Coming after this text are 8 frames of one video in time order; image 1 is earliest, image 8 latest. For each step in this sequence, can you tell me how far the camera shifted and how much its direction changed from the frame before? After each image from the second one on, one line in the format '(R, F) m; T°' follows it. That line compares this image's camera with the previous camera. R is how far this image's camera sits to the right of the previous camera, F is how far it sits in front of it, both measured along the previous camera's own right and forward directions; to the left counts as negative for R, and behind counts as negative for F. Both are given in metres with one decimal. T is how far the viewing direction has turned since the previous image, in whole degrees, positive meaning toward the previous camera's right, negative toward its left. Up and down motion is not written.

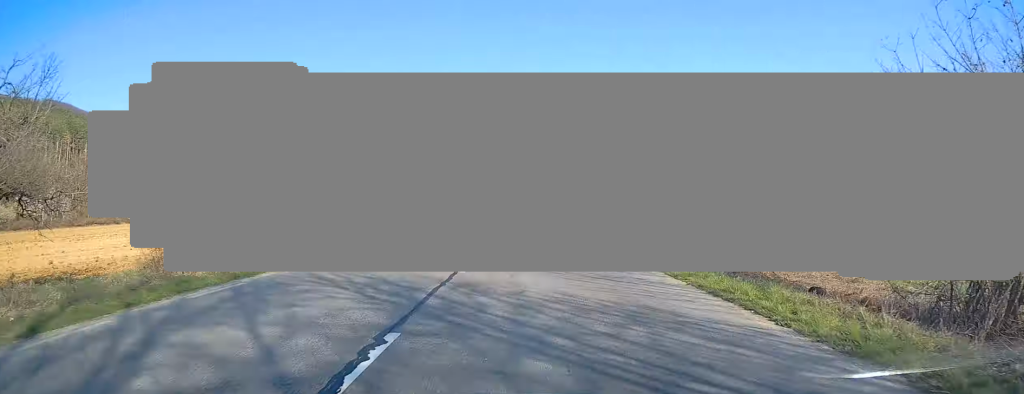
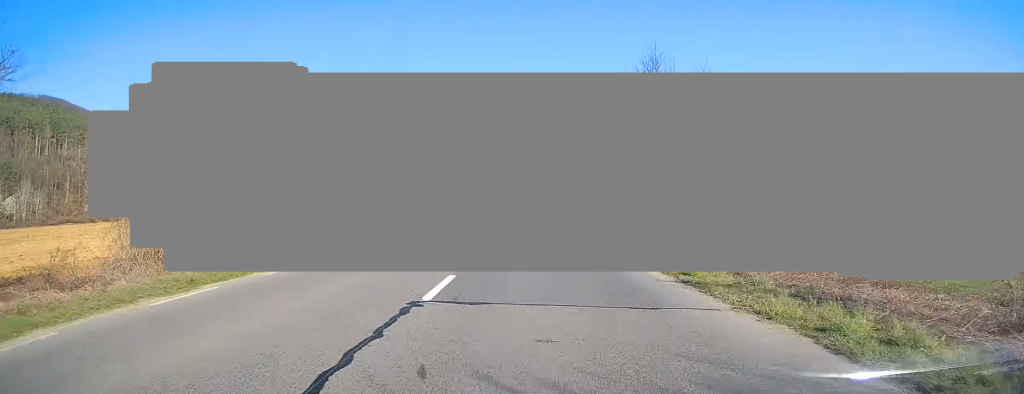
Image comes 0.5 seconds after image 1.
(+0.1, +13.1) m; 0°
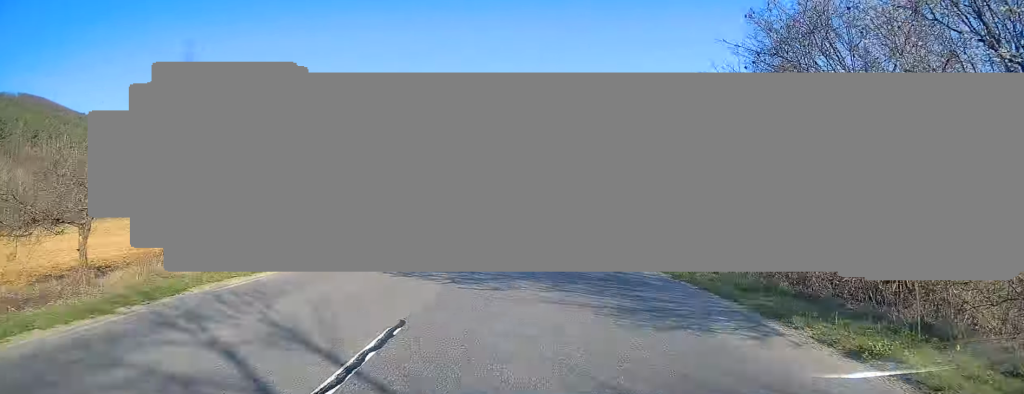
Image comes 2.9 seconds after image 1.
(0.0, +58.5) m; 0°
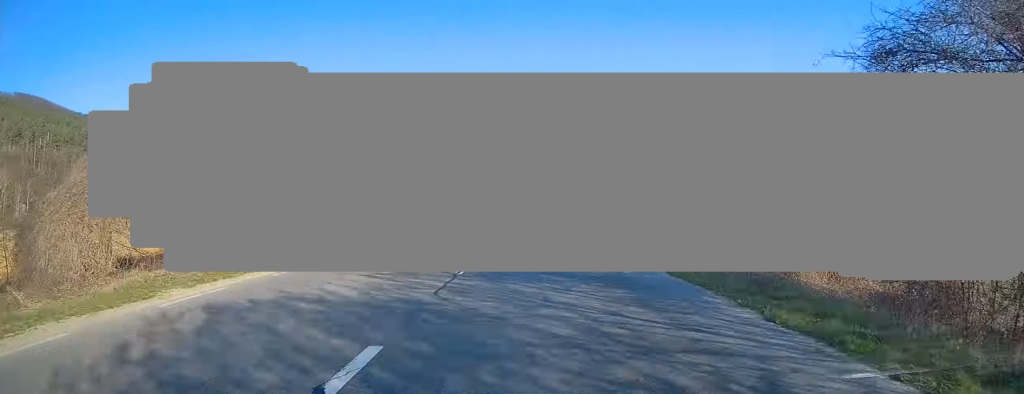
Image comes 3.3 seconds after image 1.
(-0.2, +9.7) m; 0°
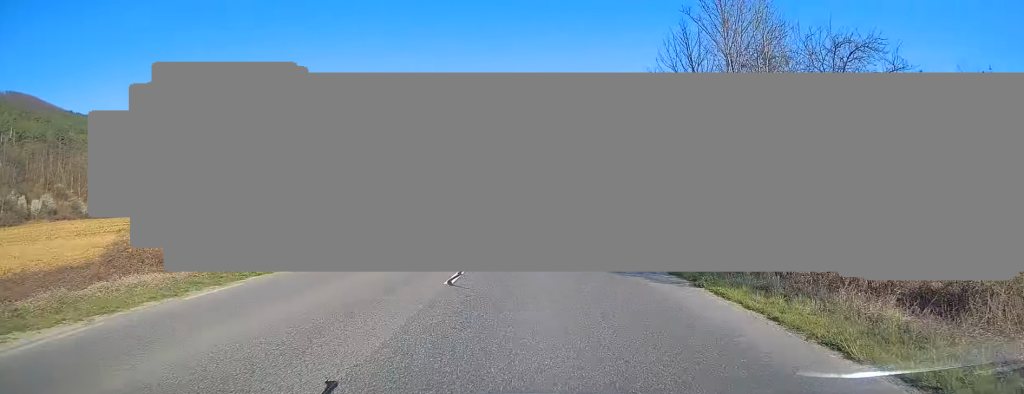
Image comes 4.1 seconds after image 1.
(+0.2, +19.5) m; 0°
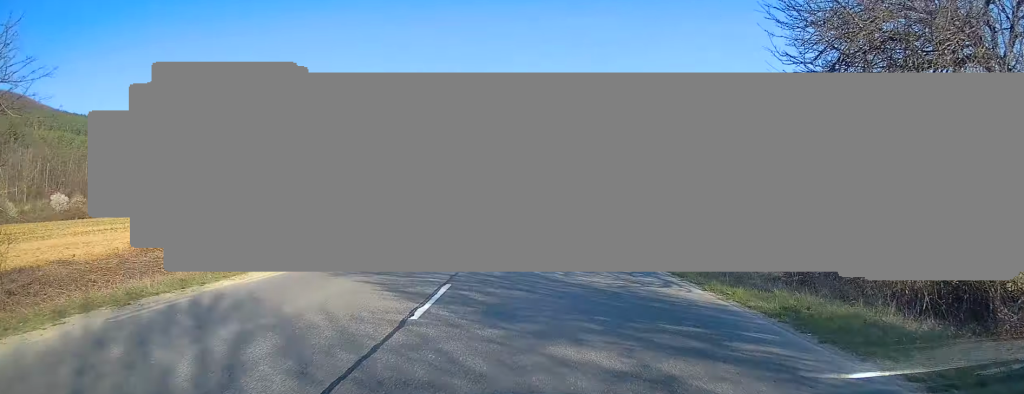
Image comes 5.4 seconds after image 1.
(-0.2, +30.1) m; 0°
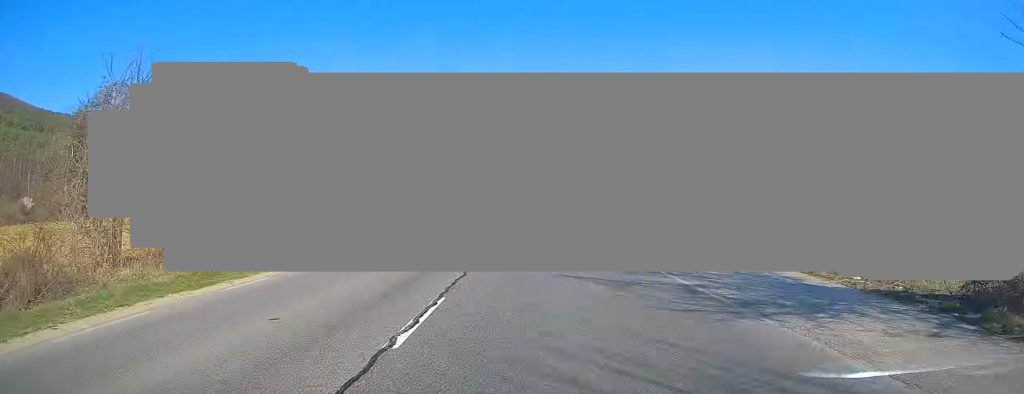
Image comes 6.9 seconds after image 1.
(-0.1, +37.5) m; -1°
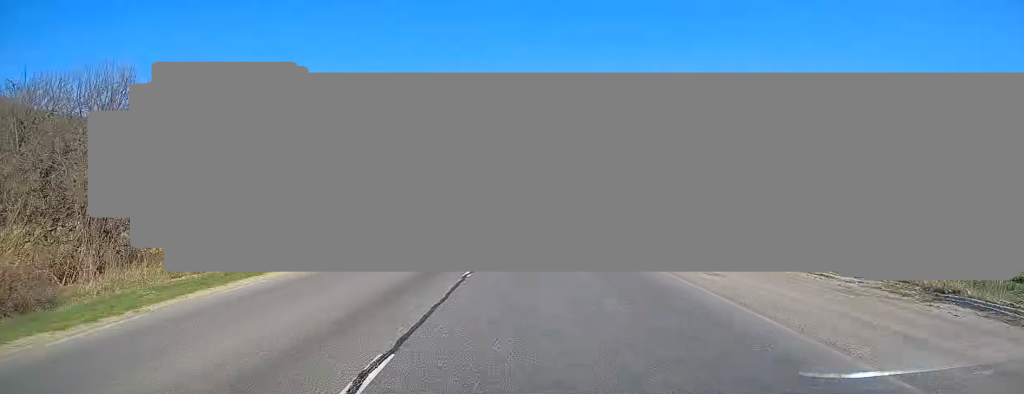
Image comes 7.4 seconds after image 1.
(-0.2, +12.2) m; 0°
